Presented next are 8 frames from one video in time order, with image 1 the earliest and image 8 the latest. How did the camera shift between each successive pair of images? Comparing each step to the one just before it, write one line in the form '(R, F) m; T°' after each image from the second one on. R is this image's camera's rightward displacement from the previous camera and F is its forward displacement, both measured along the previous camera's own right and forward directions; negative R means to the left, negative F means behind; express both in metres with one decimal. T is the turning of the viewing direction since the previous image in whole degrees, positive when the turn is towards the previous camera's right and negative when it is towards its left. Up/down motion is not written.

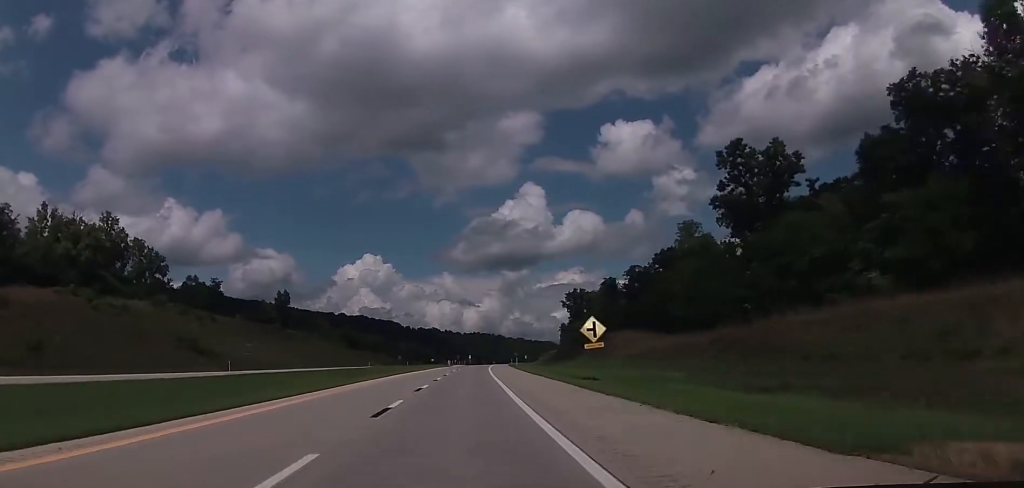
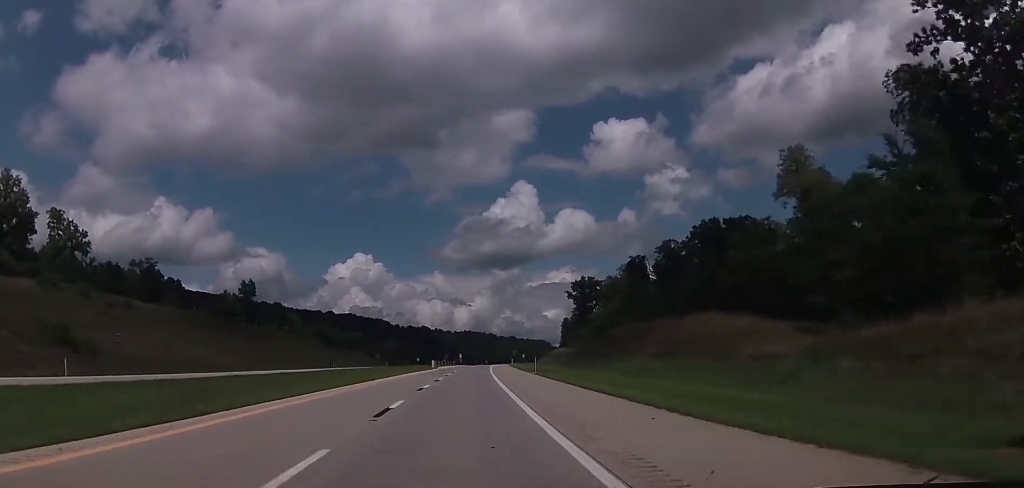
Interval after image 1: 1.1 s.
(0.0, +36.0) m; 0°
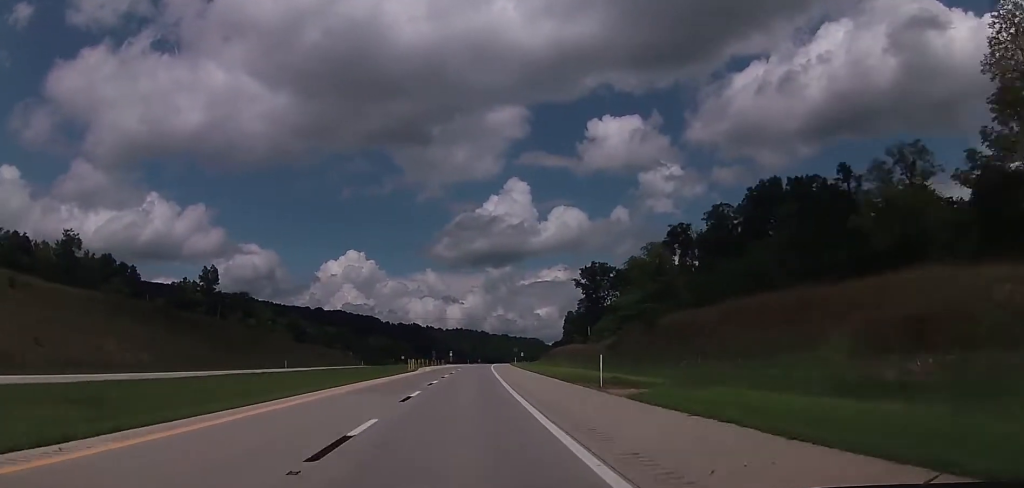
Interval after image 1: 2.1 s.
(+0.2, +31.7) m; +1°
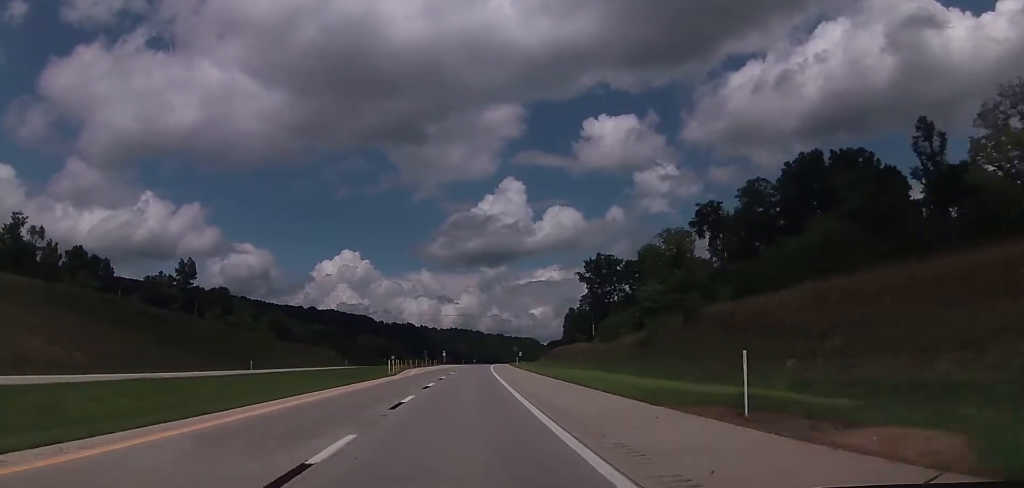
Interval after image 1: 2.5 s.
(-0.1, +15.3) m; +1°
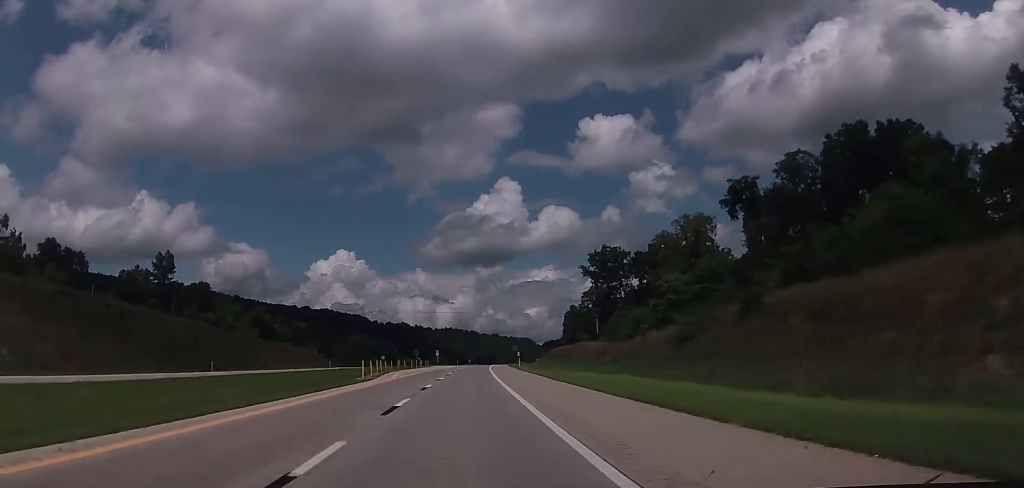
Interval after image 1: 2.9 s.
(+0.2, +13.2) m; 0°
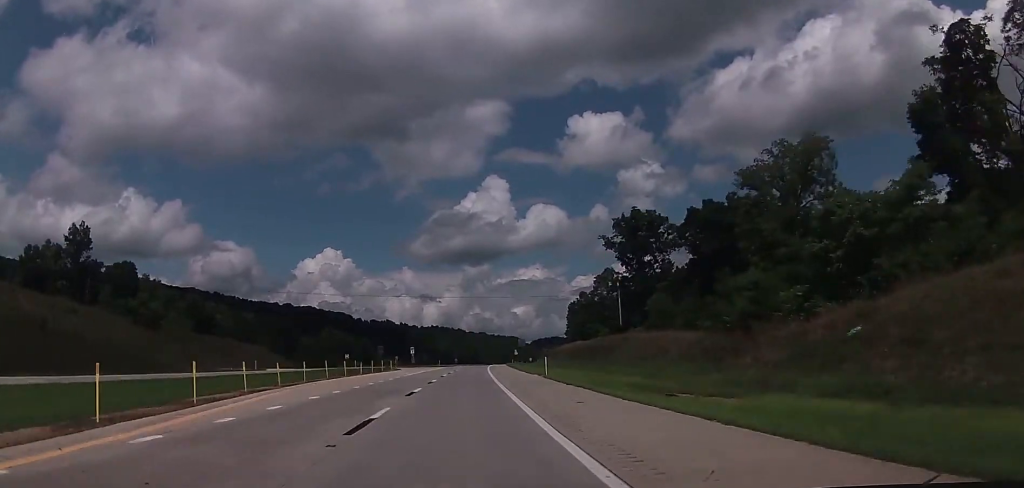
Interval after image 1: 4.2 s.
(+0.3, +41.9) m; +1°
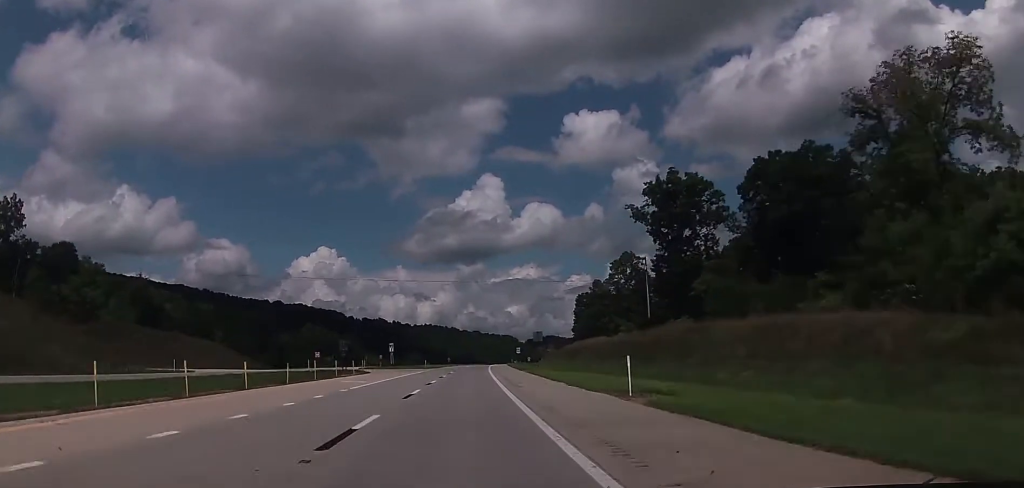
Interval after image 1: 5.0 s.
(+0.2, +26.5) m; +1°
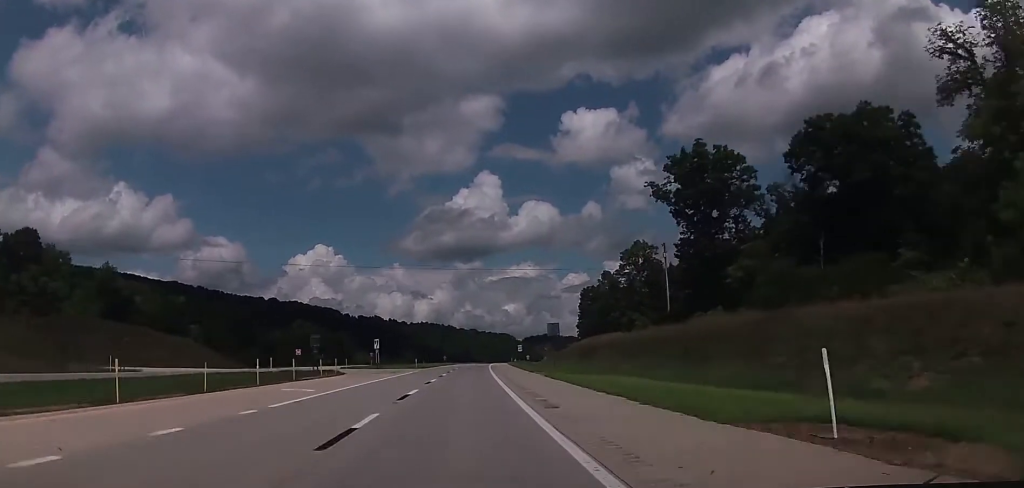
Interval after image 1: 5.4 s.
(+0.1, +13.3) m; 0°
